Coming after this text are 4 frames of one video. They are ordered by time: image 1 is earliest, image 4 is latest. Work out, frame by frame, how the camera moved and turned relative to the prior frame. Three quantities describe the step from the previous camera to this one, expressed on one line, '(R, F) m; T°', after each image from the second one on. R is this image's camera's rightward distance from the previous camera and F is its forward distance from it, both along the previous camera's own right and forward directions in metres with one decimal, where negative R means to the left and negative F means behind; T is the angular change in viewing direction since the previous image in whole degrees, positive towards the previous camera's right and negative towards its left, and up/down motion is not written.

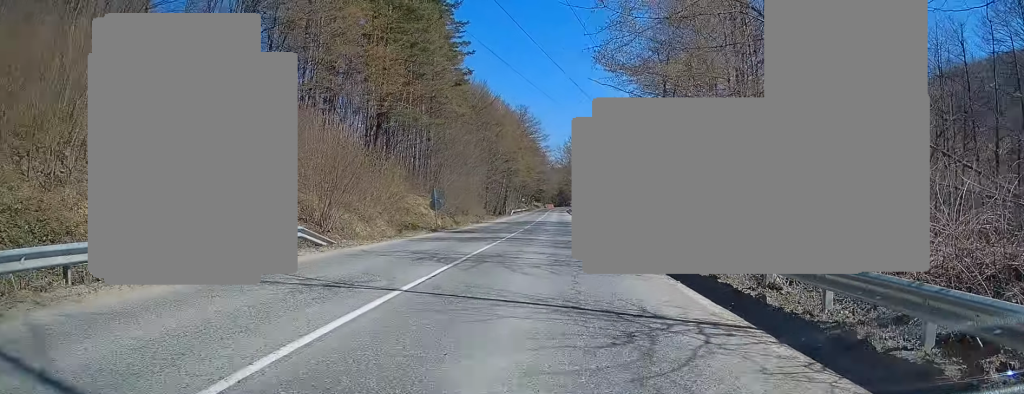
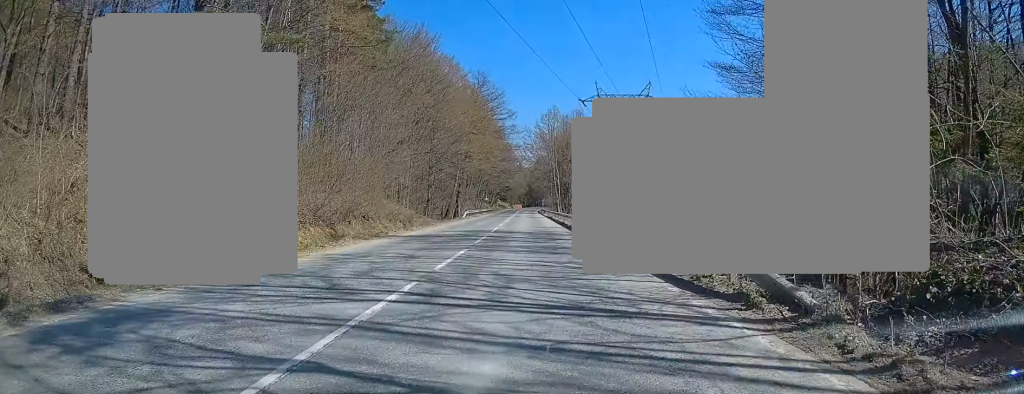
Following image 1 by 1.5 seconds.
(+0.8, +25.2) m; +2°
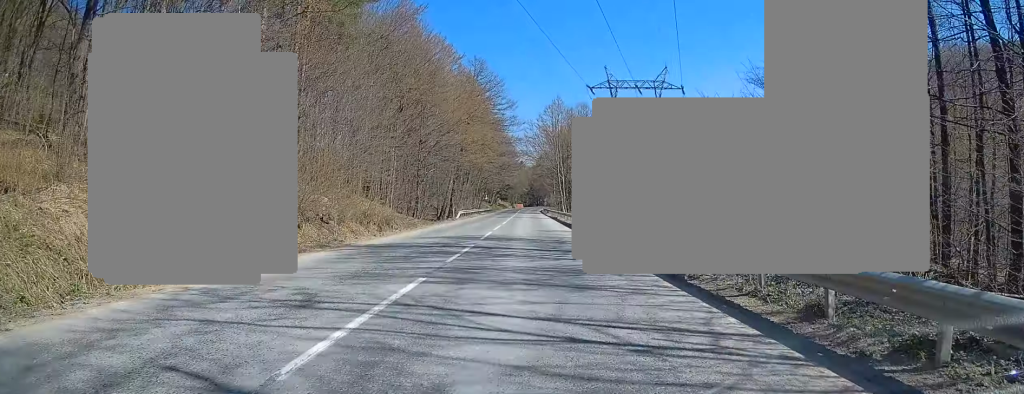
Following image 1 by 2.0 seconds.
(0.0, +7.1) m; 0°
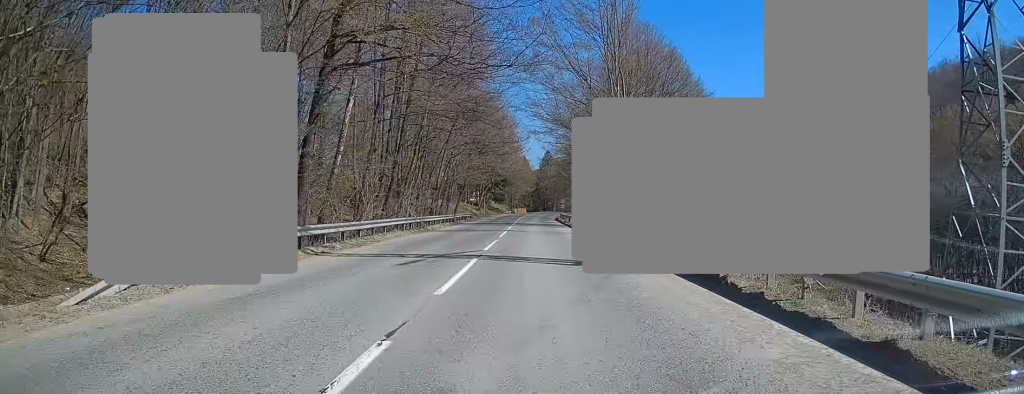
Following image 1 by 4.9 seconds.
(-1.1, +47.8) m; -2°
